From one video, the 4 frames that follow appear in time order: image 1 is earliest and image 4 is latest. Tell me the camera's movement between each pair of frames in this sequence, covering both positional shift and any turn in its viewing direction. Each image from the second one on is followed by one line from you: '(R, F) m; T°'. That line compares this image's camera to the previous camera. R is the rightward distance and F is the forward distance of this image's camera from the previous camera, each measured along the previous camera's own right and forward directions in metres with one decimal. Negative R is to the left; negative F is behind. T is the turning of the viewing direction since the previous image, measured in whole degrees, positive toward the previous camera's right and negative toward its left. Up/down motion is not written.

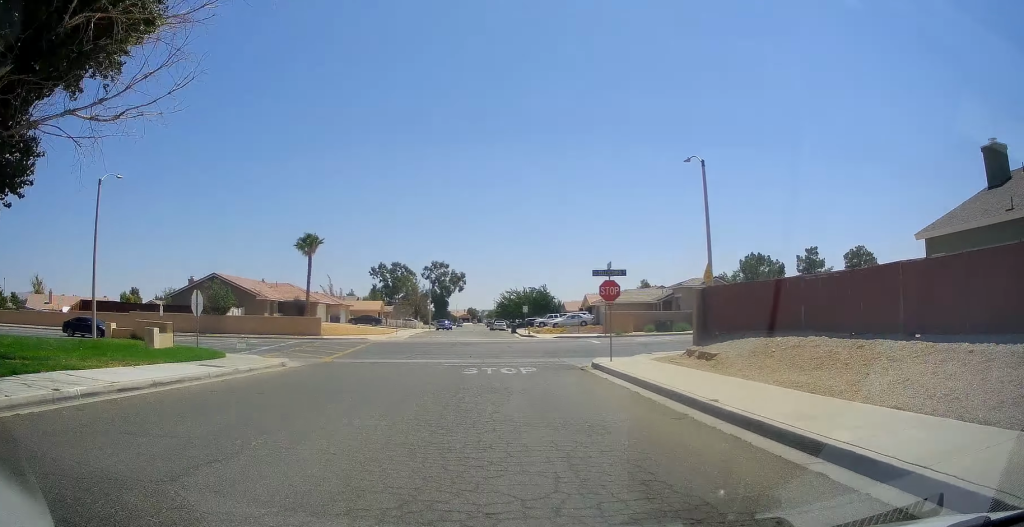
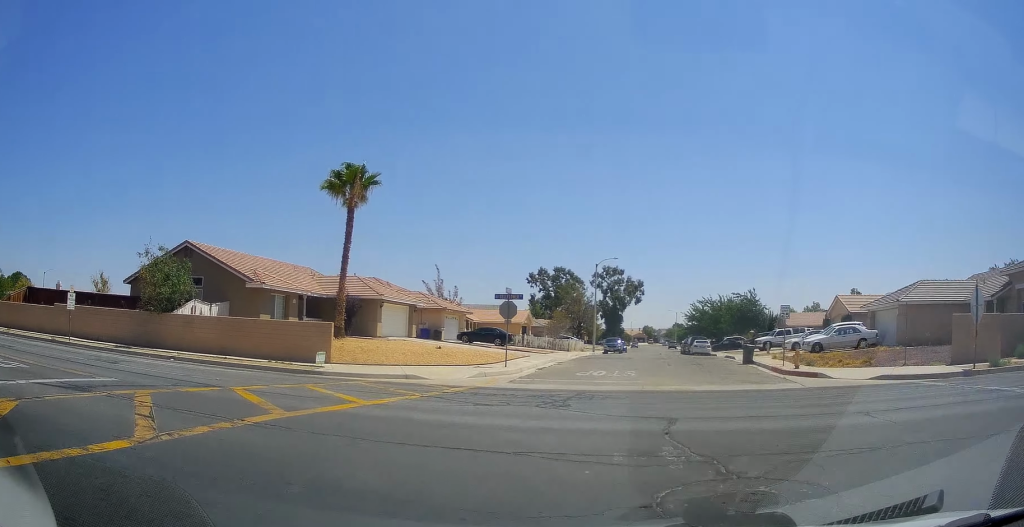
(-2.3, +40.2) m; -28°
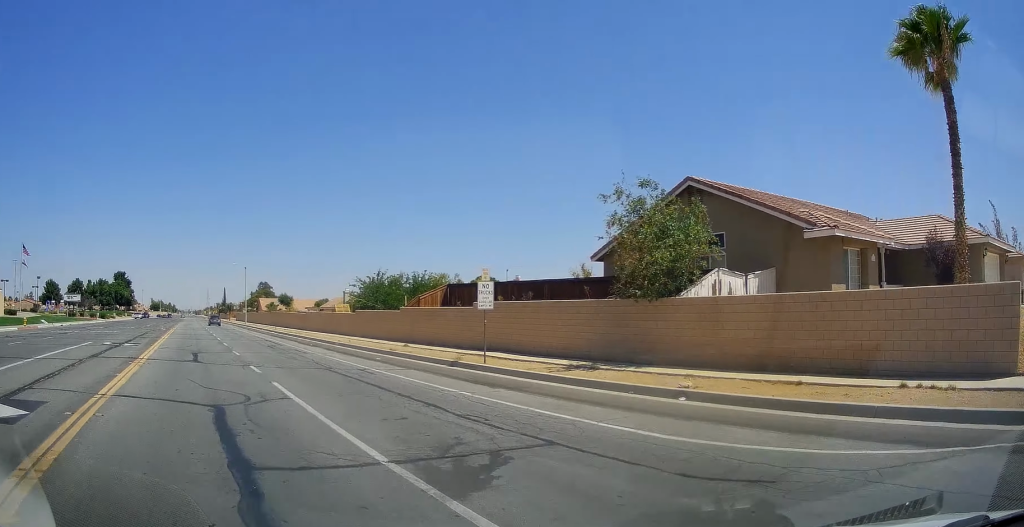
(-3.0, +10.5) m; -36°
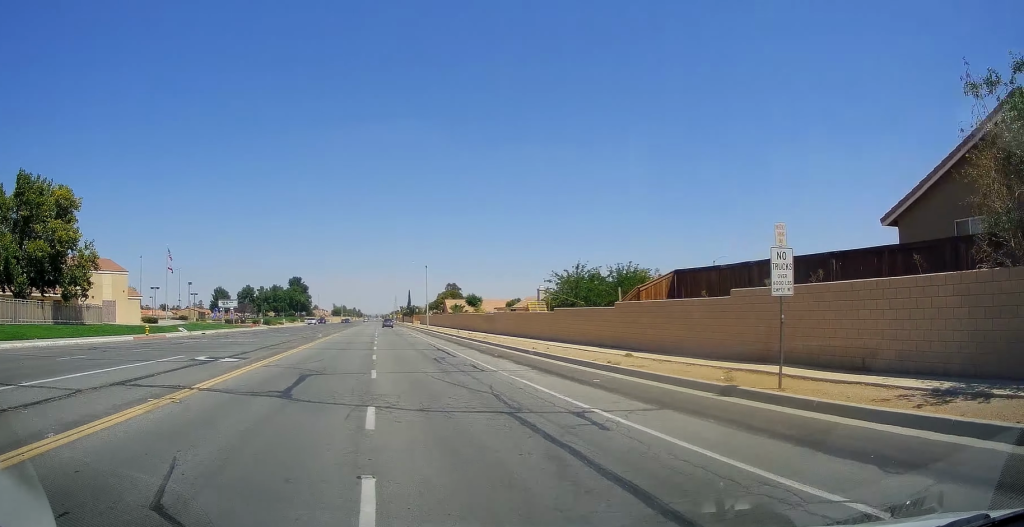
(-1.5, +8.5) m; -10°
